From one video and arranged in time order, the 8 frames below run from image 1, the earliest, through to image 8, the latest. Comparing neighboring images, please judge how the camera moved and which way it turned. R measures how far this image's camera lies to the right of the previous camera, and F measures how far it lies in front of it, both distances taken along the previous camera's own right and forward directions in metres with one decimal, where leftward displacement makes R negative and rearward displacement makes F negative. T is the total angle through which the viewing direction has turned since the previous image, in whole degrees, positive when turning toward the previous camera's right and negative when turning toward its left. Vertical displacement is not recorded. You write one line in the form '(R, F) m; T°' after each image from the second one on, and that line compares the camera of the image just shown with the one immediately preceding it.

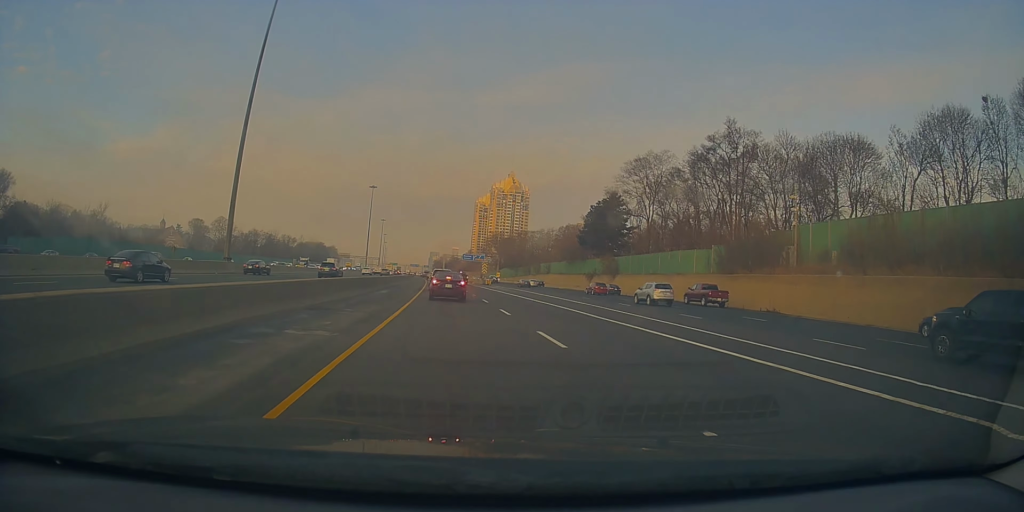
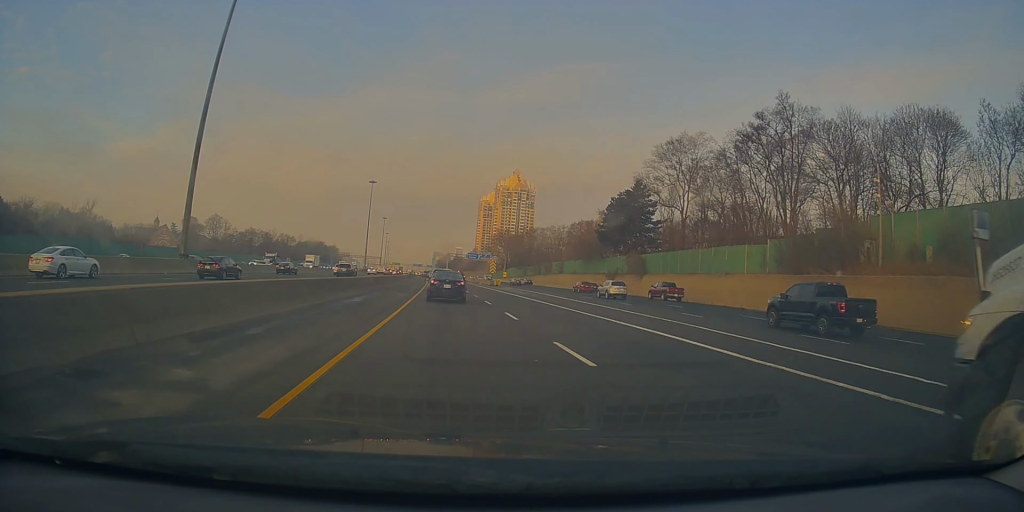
(-0.6, +11.3) m; +1°
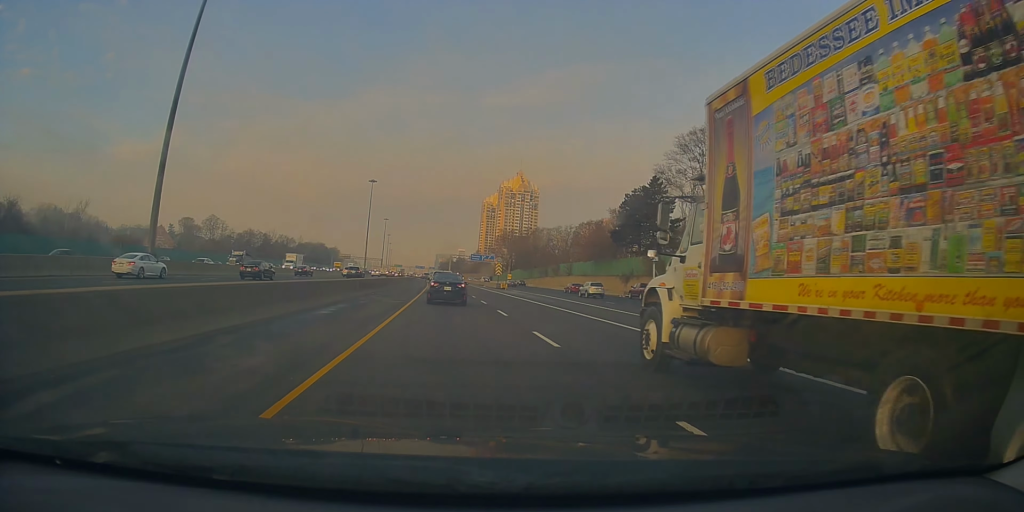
(+0.3, +6.4) m; 0°
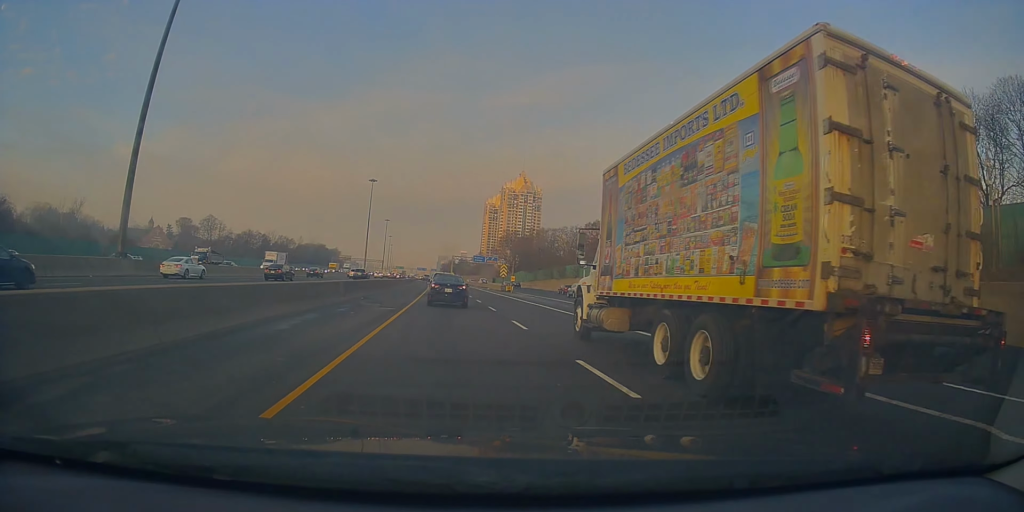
(+0.4, +4.8) m; -1°
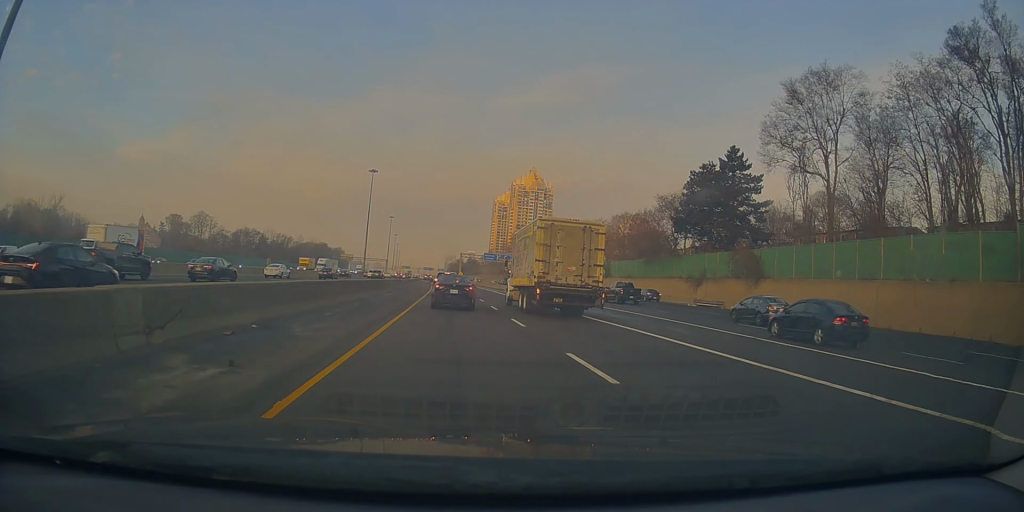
(-0.6, +16.7) m; 0°
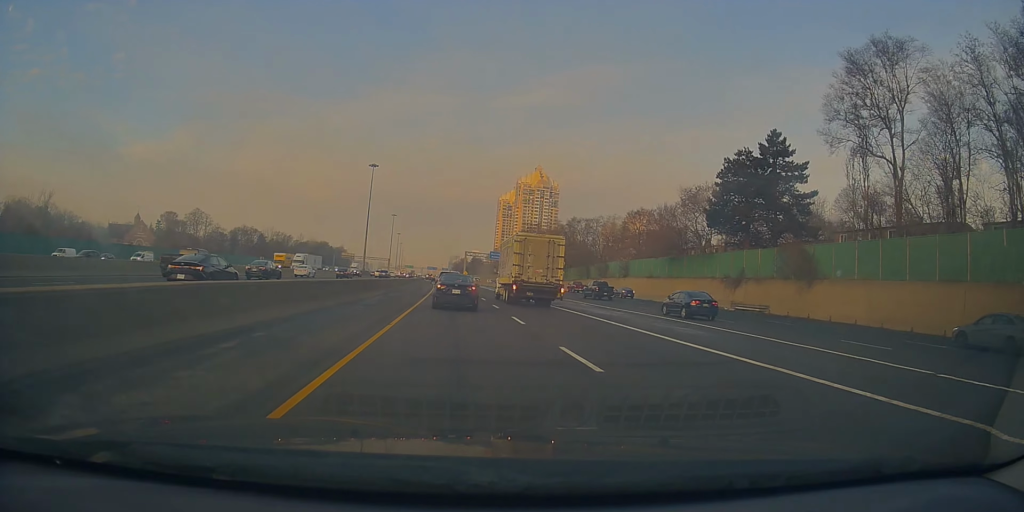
(+0.5, +8.0) m; 0°
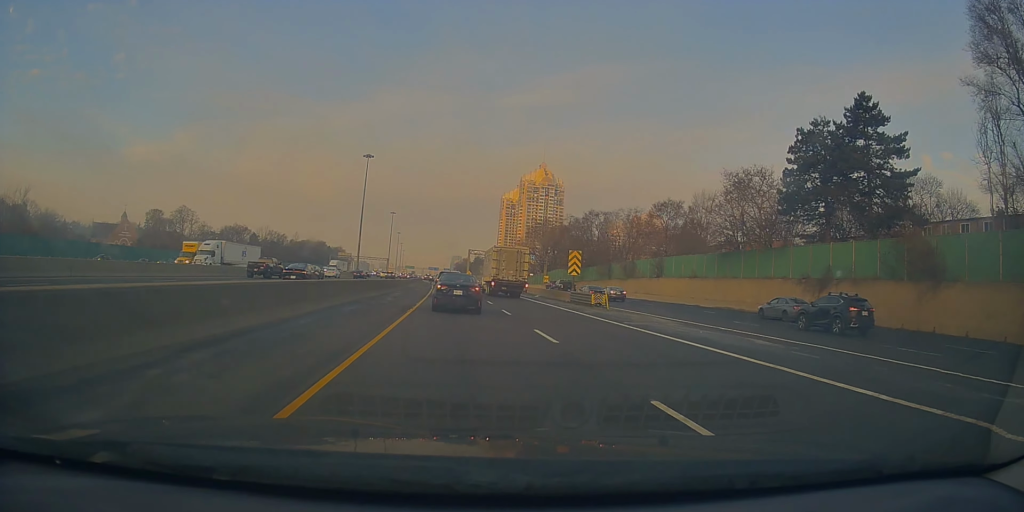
(-0.4, +13.8) m; 0°
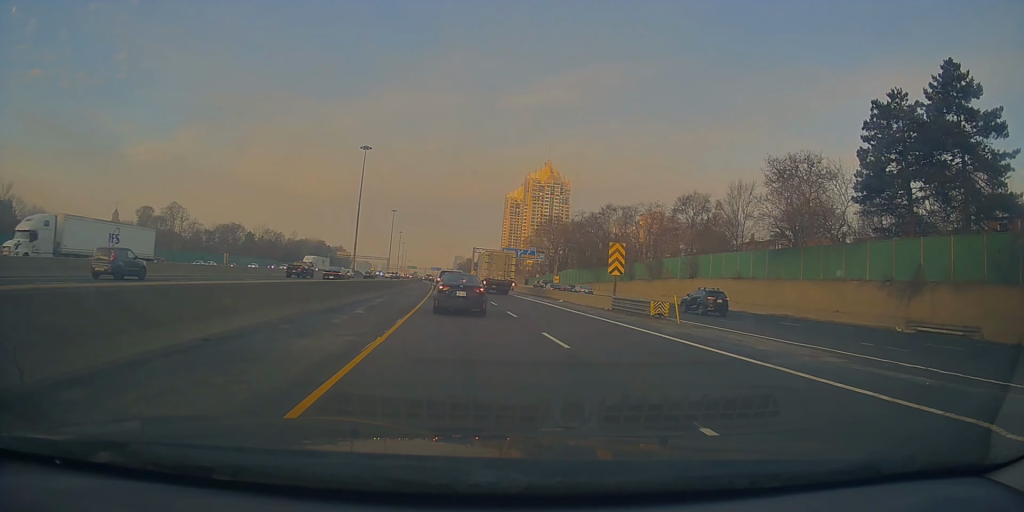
(+0.2, +10.0) m; -2°
